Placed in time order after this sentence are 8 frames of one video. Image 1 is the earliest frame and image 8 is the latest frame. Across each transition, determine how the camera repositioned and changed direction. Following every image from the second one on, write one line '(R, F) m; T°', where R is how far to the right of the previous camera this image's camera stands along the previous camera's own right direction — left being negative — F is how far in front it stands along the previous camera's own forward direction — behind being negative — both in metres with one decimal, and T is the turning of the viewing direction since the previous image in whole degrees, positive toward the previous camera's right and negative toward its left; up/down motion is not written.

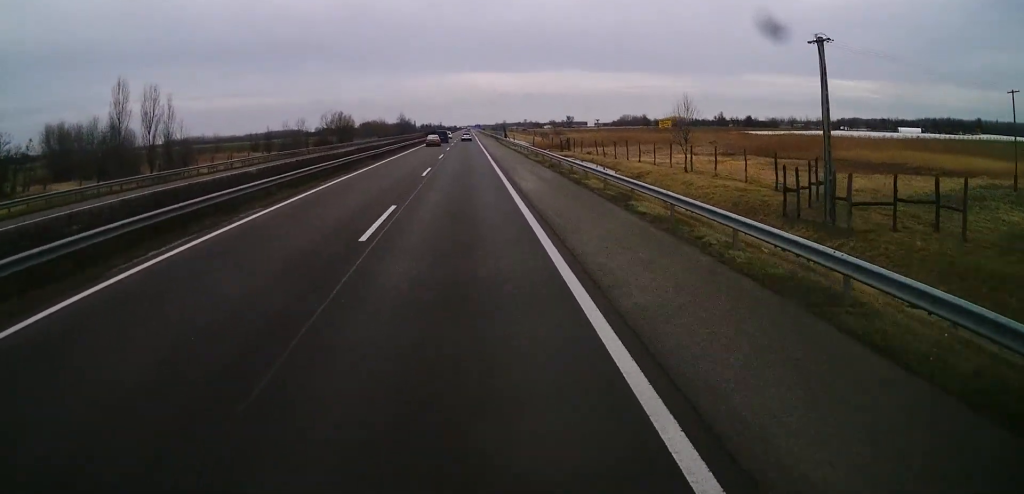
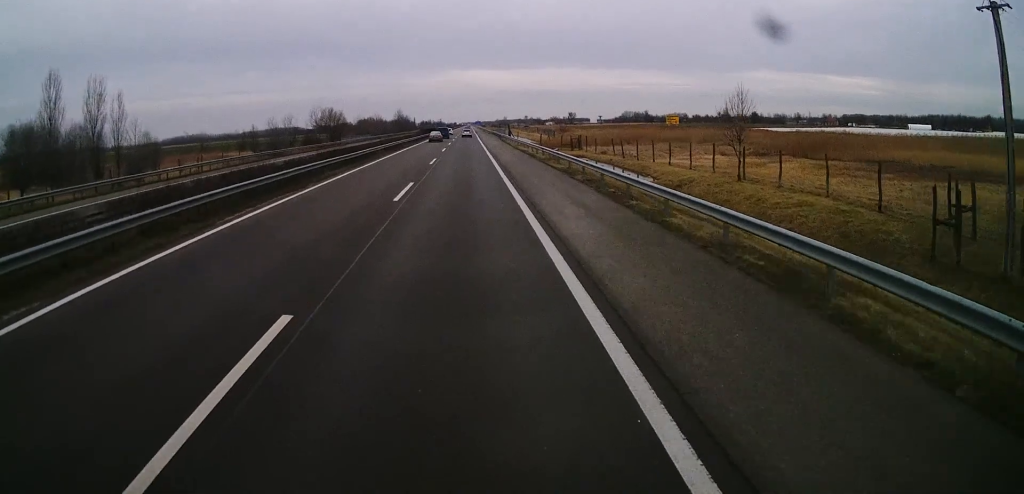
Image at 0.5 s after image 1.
(+0.1, +11.6) m; 0°
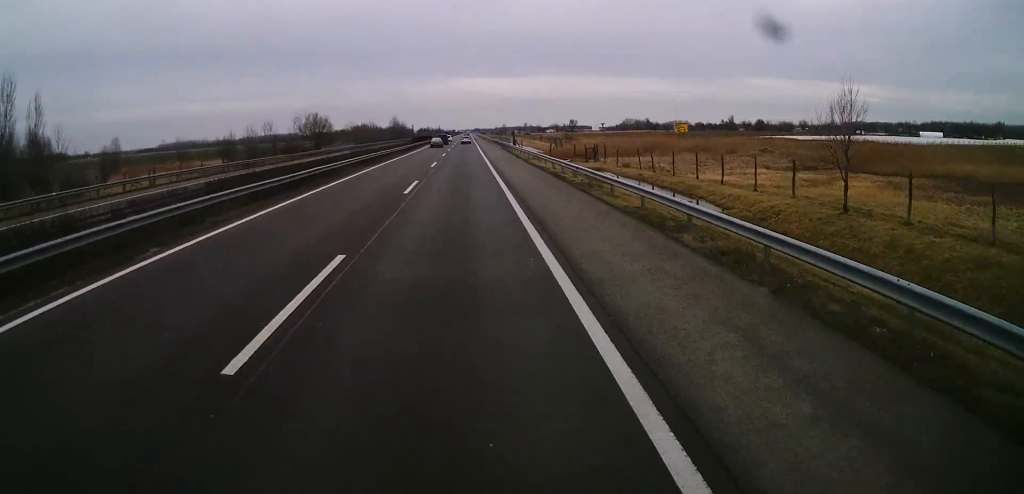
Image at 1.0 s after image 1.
(0.0, +14.1) m; 0°
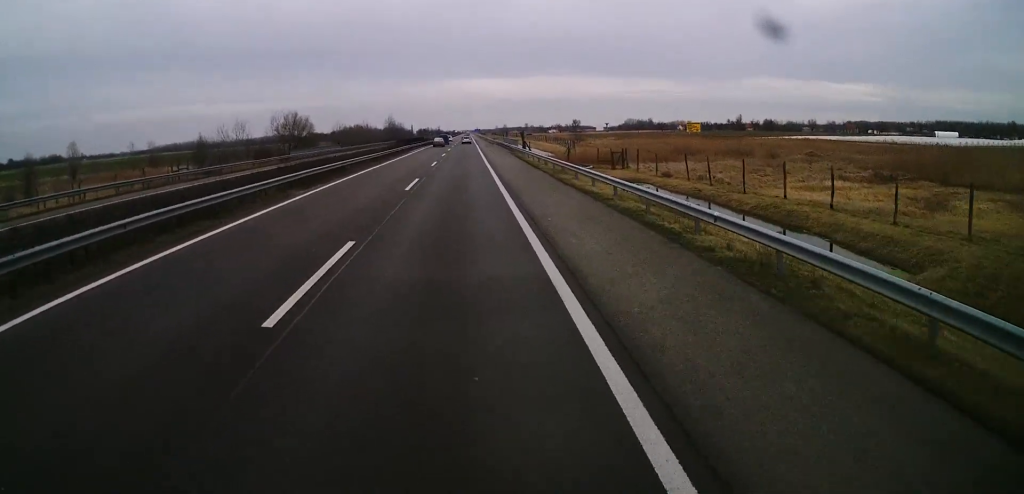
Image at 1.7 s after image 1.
(0.0, +16.5) m; 0°
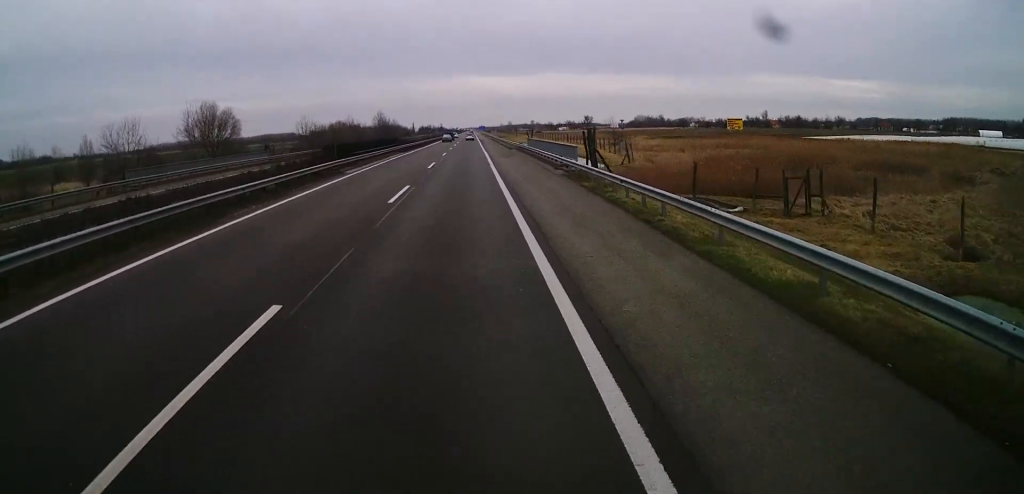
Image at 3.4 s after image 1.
(-0.2, +41.3) m; 0°
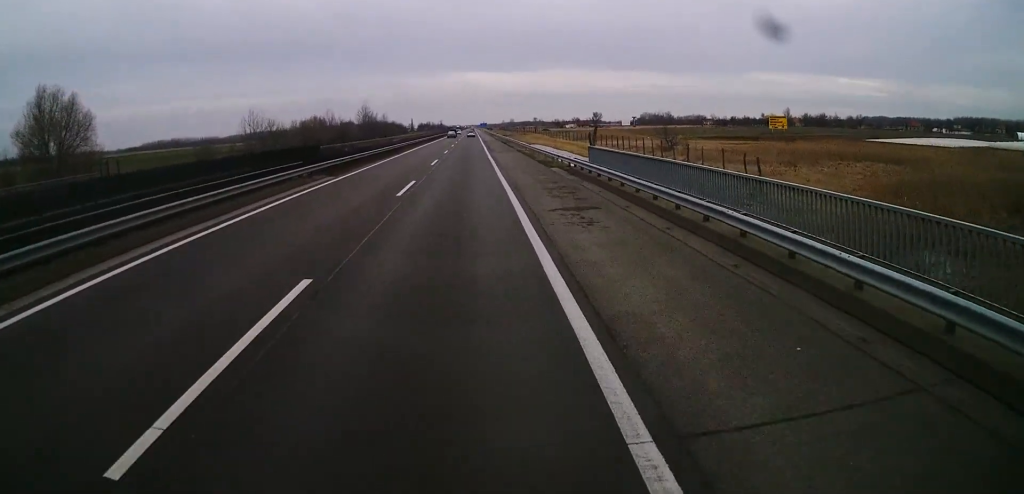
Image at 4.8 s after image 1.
(+0.1, +34.7) m; 0°
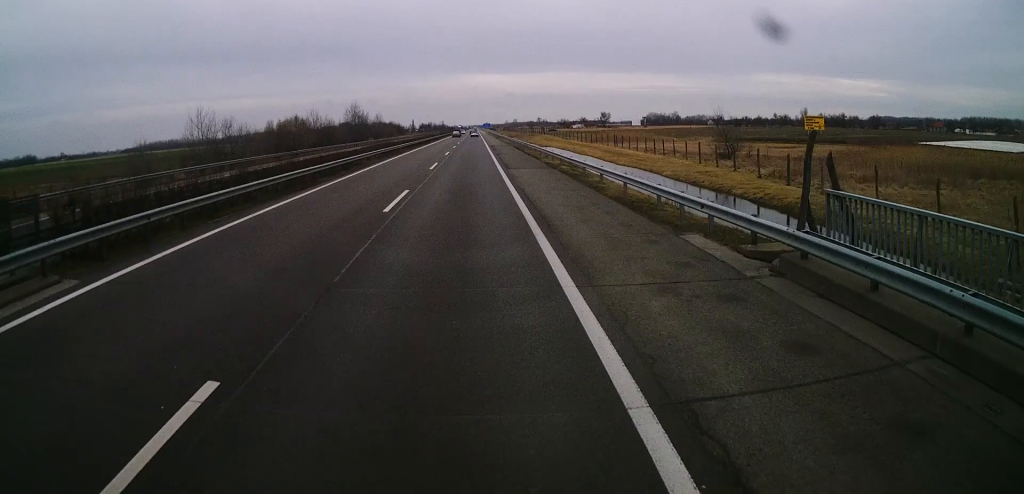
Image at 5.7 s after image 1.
(-0.1, +22.3) m; 0°
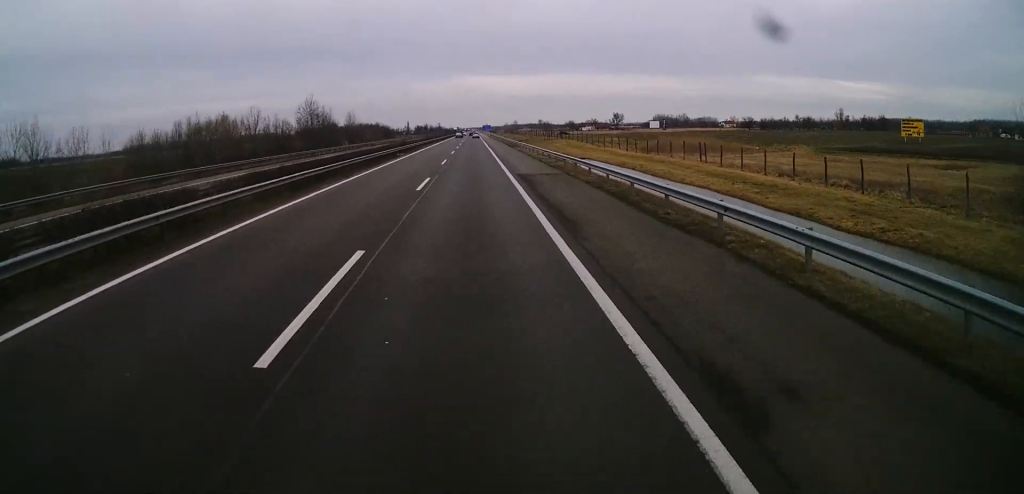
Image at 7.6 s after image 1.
(0.0, +47.9) m; 0°
